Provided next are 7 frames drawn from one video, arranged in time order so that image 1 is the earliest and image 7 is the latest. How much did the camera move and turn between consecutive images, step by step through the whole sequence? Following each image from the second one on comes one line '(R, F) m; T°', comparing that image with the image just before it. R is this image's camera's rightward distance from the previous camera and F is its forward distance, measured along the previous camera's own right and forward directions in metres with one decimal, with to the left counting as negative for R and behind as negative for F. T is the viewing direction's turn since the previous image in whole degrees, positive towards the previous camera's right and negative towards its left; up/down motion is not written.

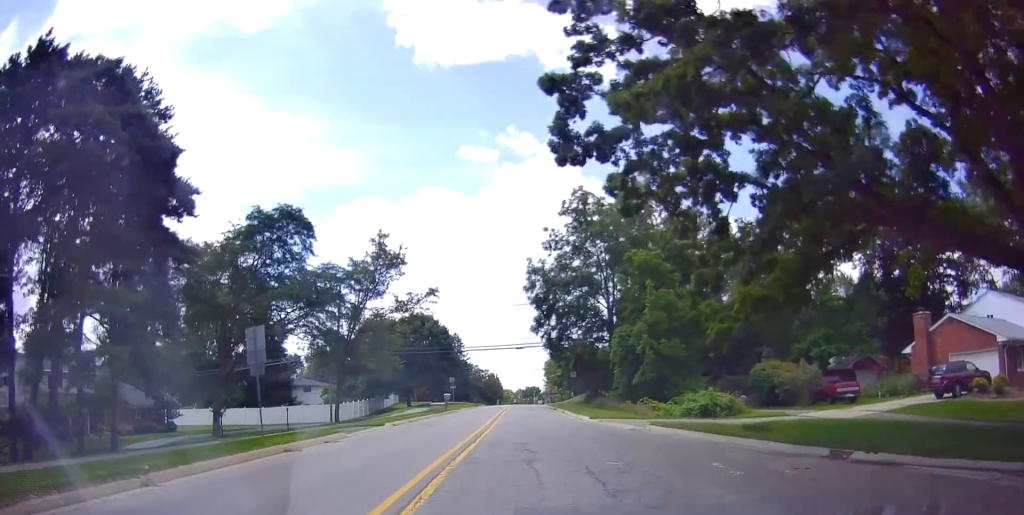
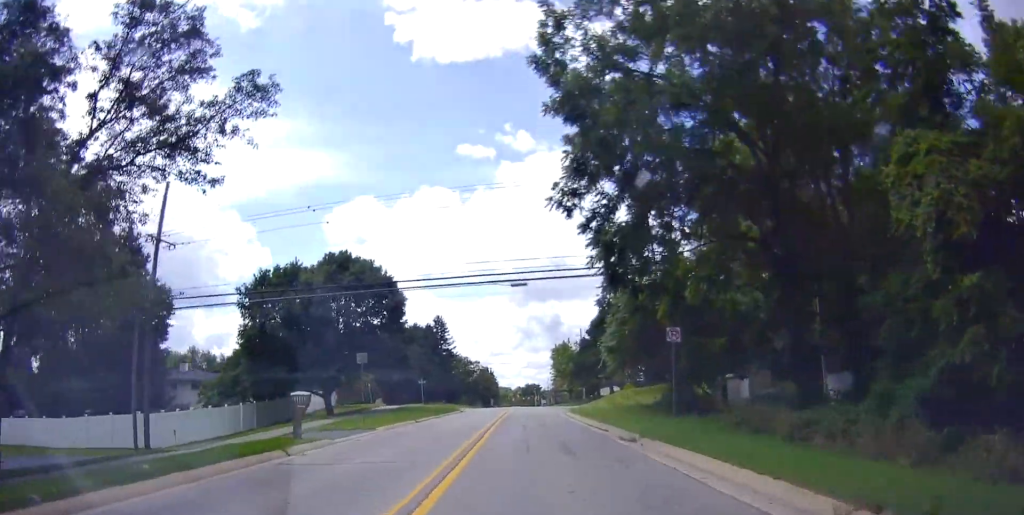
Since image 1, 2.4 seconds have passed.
(+0.9, +36.2) m; +2°
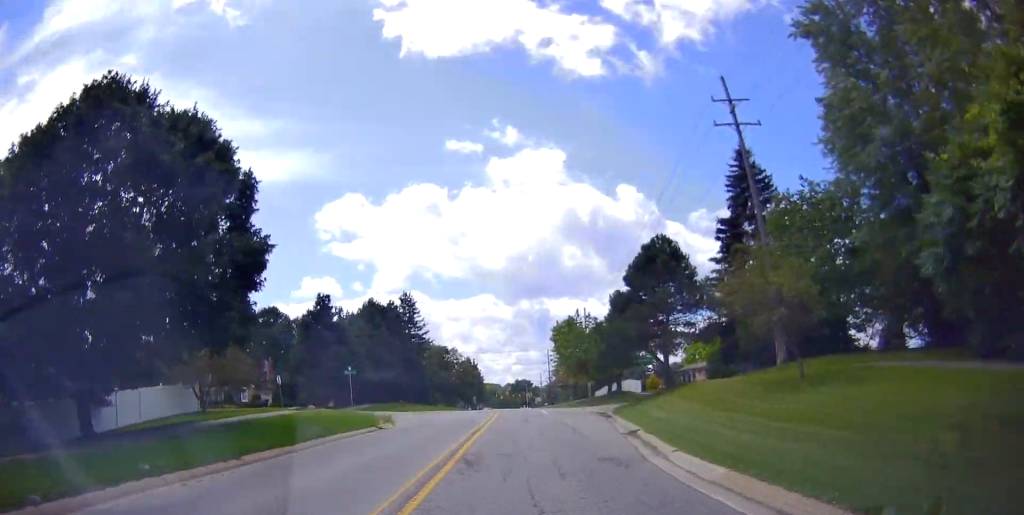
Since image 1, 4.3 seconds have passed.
(0.0, +27.9) m; -1°
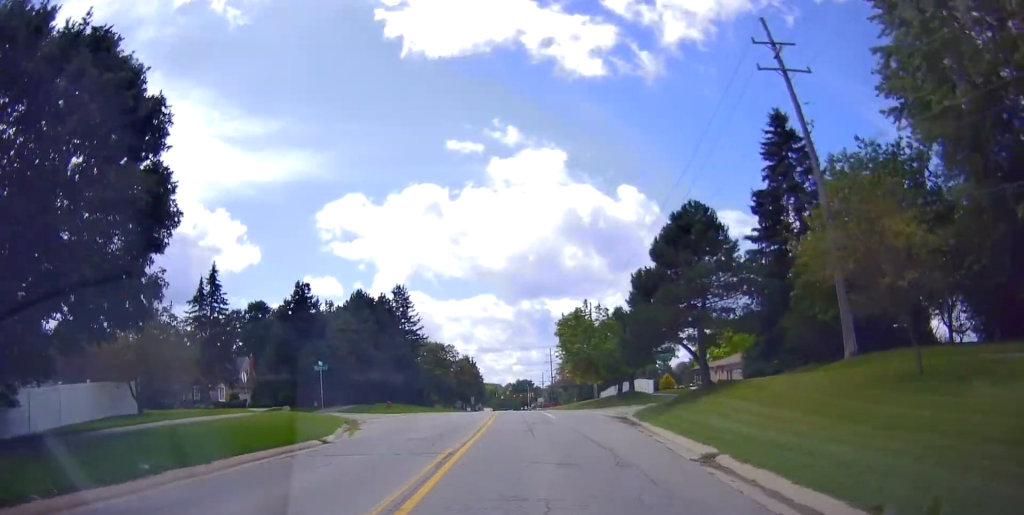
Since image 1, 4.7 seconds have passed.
(+0.1, +6.9) m; -1°
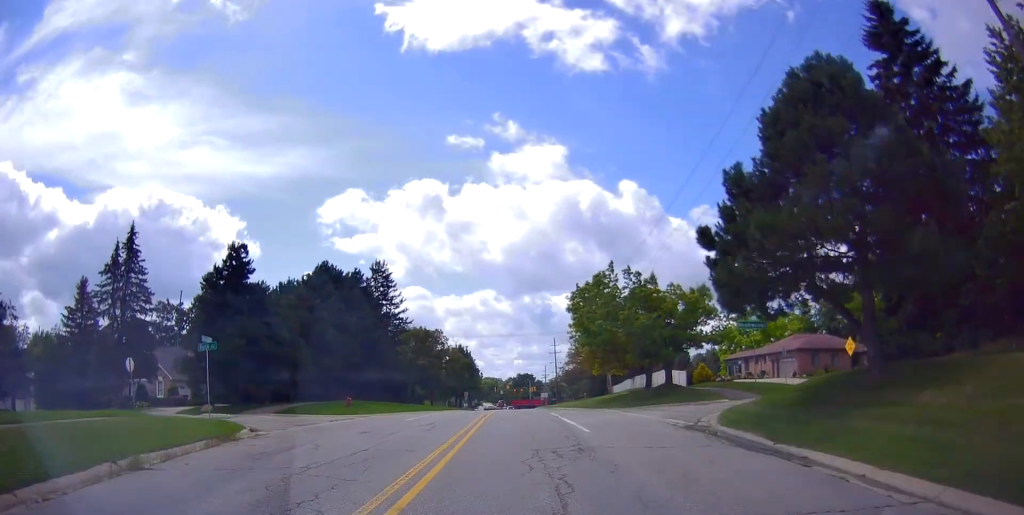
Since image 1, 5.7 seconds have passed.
(-0.5, +14.3) m; -1°
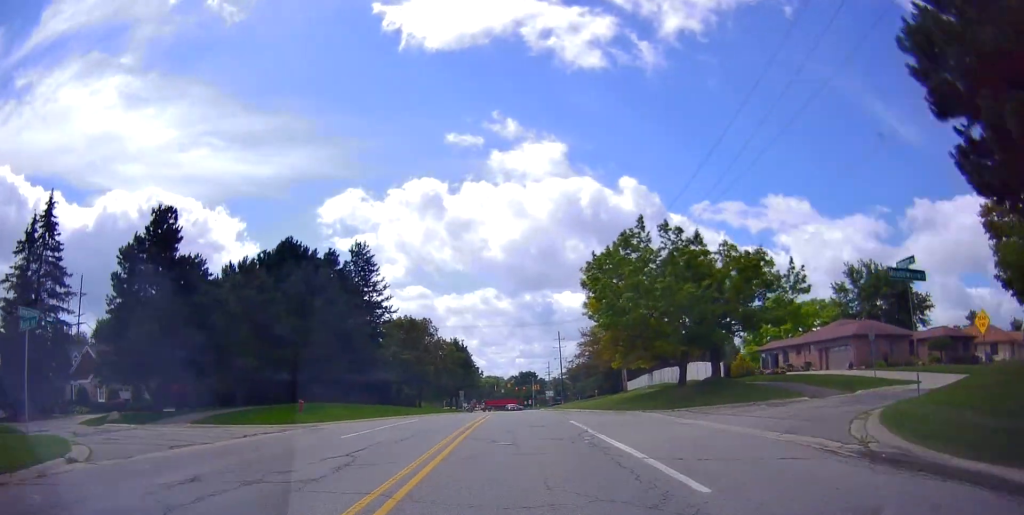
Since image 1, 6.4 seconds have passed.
(0.0, +10.4) m; 0°
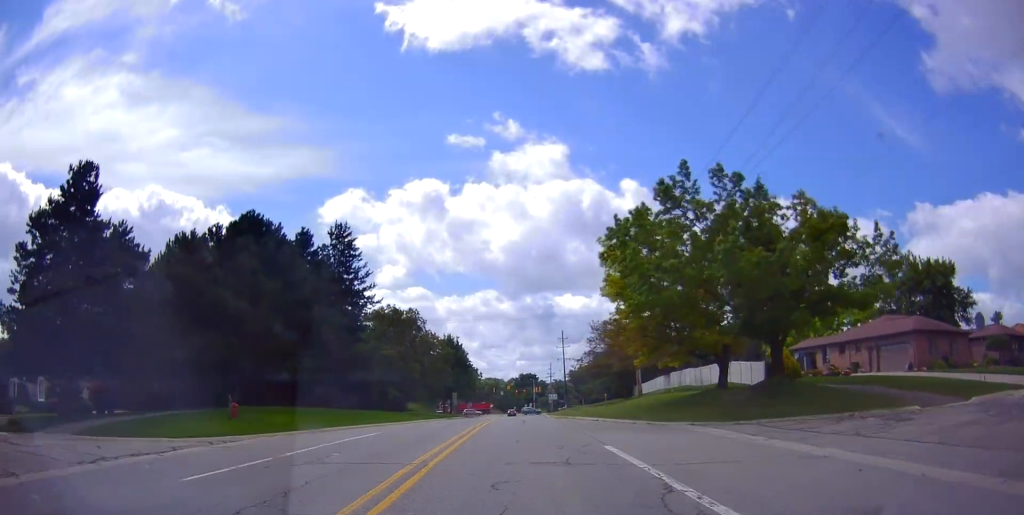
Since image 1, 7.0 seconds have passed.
(+0.4, +8.4) m; 0°
